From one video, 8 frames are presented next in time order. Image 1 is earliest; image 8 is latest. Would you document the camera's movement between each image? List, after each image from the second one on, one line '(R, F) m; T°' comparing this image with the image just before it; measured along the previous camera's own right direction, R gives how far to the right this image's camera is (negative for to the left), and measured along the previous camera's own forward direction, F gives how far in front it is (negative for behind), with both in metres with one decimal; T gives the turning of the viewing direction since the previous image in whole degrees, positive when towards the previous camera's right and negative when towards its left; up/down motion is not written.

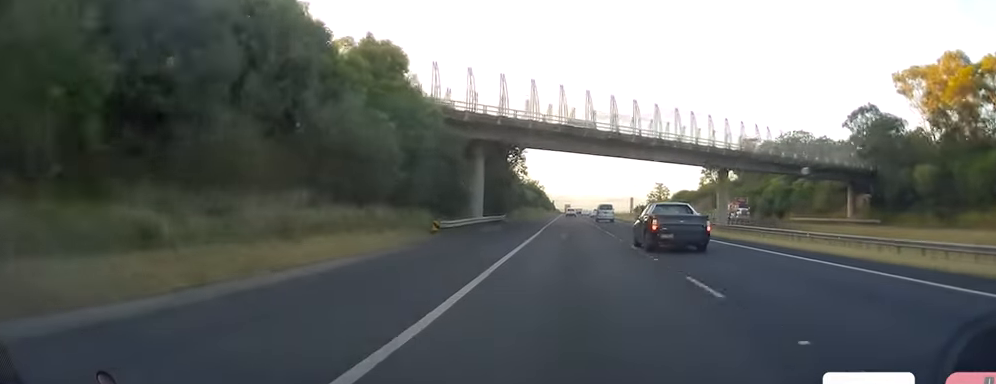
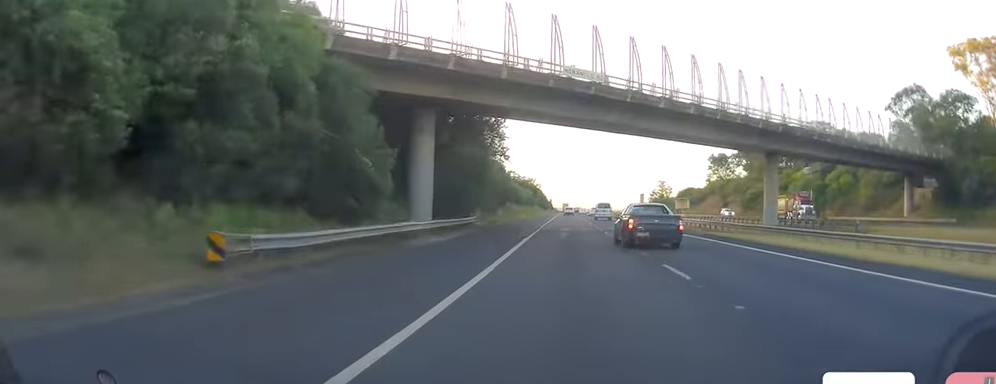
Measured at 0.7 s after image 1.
(+0.1, +21.0) m; -1°
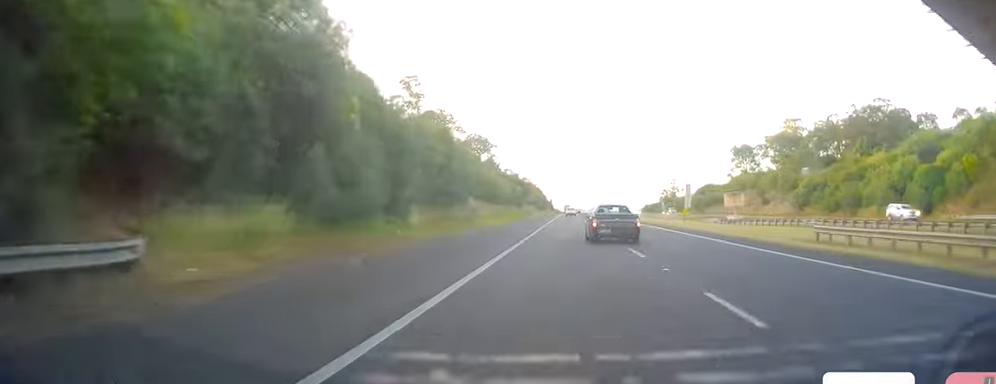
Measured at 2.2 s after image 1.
(-0.4, +41.1) m; 0°
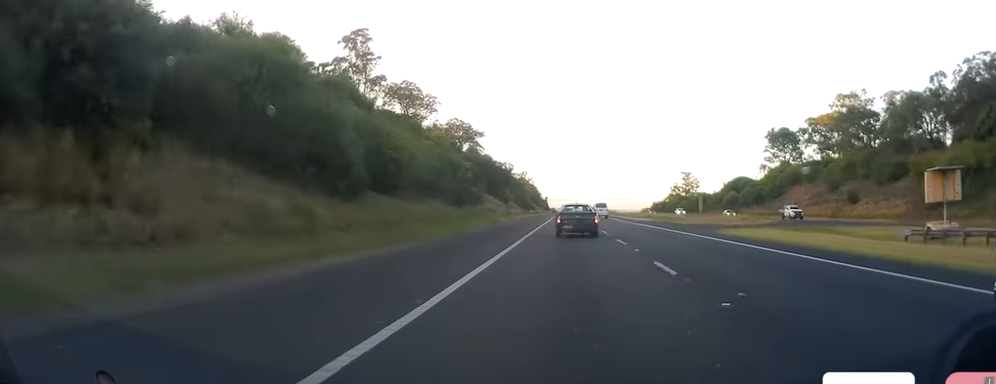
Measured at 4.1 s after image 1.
(+0.3, +54.5) m; +1°
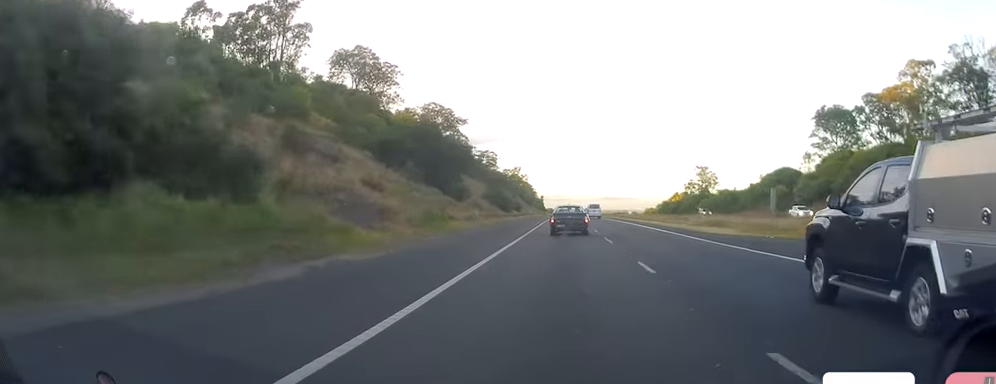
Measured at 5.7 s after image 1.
(+0.2, +47.3) m; 0°
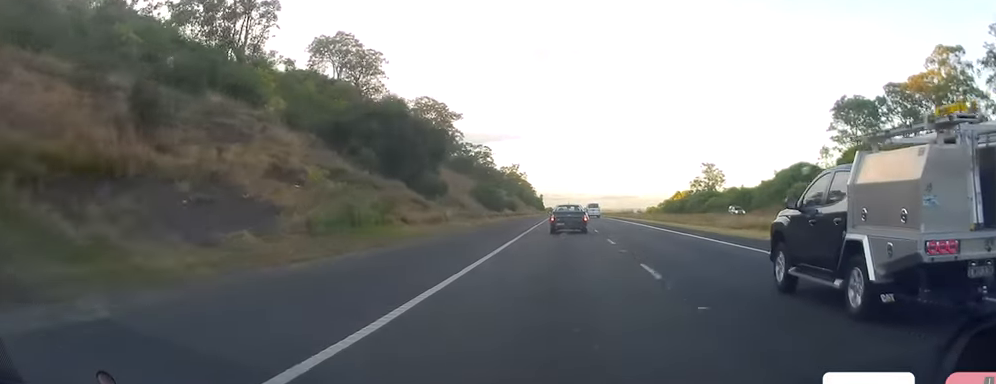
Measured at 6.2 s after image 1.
(+0.1, +13.6) m; 0°
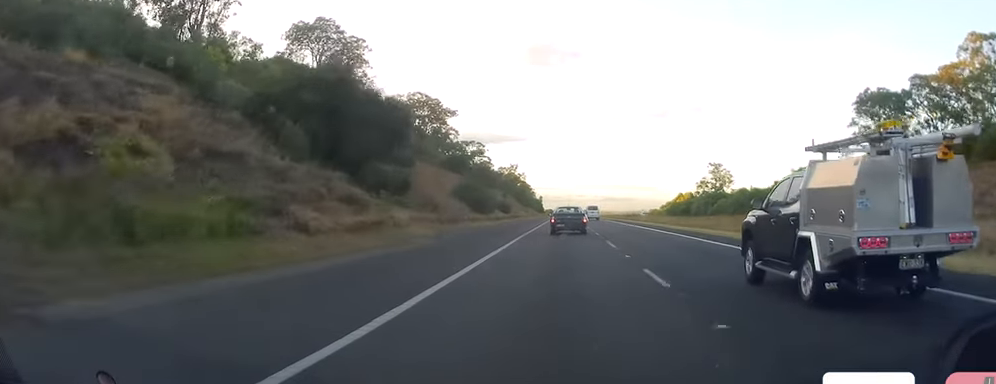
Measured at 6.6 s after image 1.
(0.0, +13.6) m; 0°
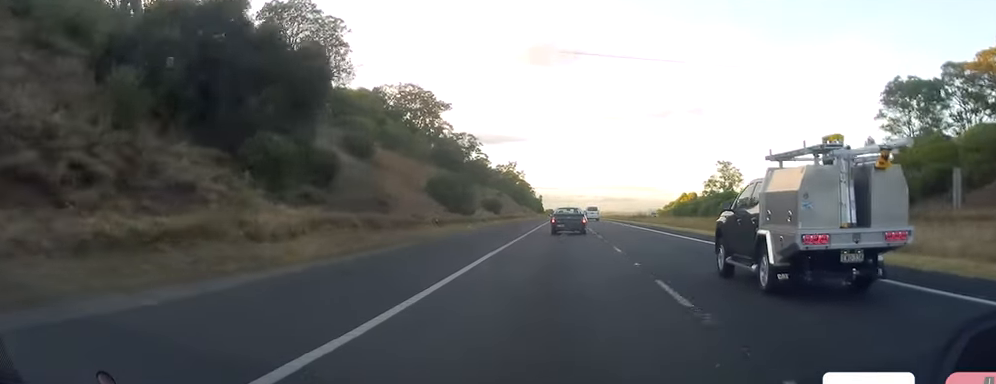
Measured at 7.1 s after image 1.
(0.0, +14.6) m; 0°
